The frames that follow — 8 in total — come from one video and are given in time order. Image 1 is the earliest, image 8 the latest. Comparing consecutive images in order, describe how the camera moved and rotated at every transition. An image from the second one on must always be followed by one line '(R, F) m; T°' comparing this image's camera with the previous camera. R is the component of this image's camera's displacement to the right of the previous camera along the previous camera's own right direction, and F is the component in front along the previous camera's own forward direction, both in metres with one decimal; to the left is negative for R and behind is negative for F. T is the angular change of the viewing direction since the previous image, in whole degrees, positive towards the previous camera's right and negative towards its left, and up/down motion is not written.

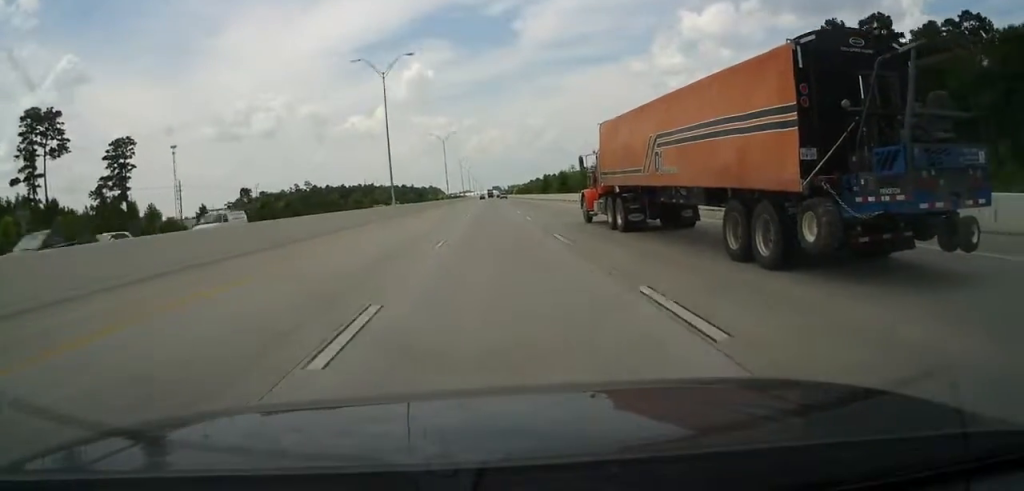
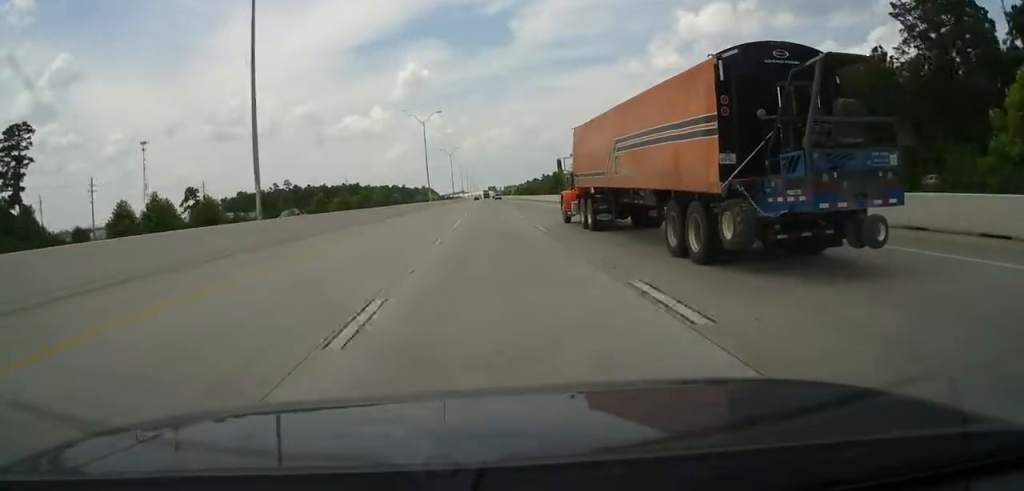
(0.0, +35.6) m; 0°
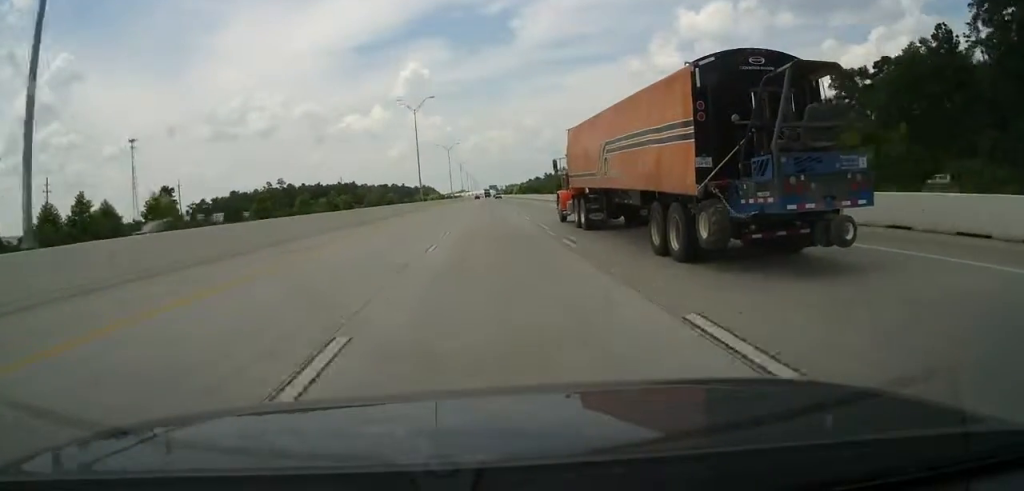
(0.0, +14.7) m; 0°
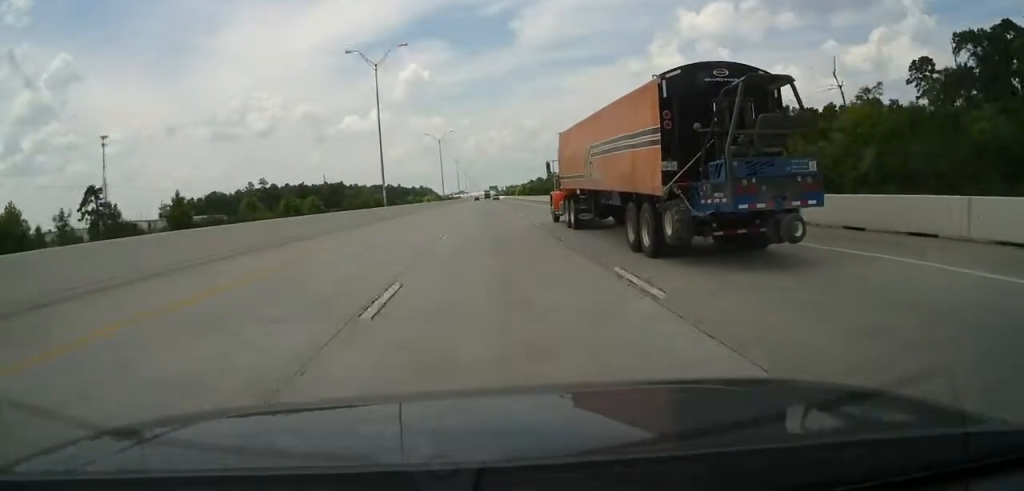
(0.0, +32.2) m; 0°
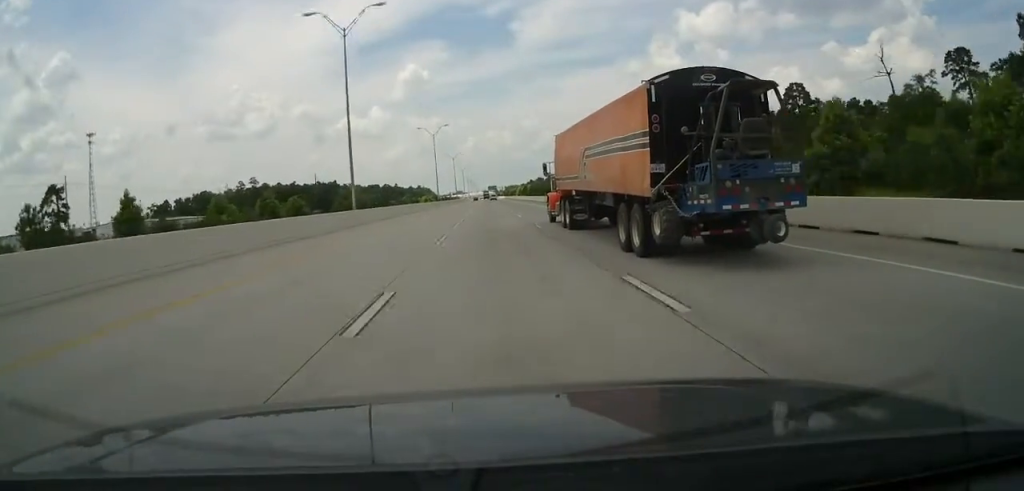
(0.0, +12.9) m; 0°
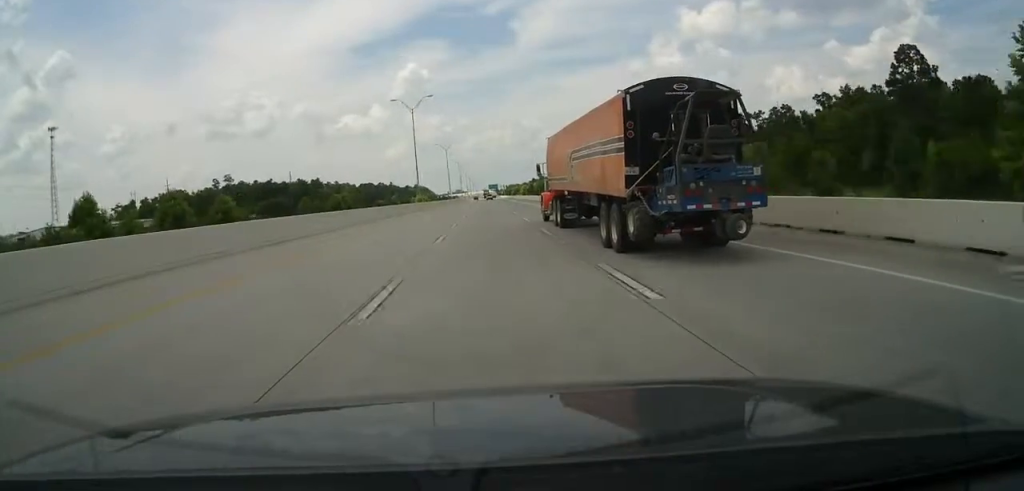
(0.0, +34.8) m; 0°
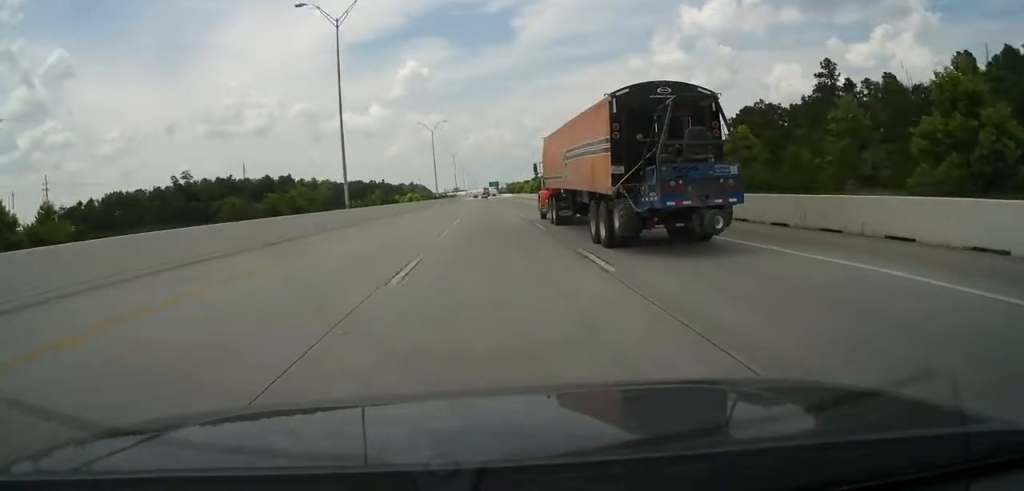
(0.0, +43.8) m; 0°
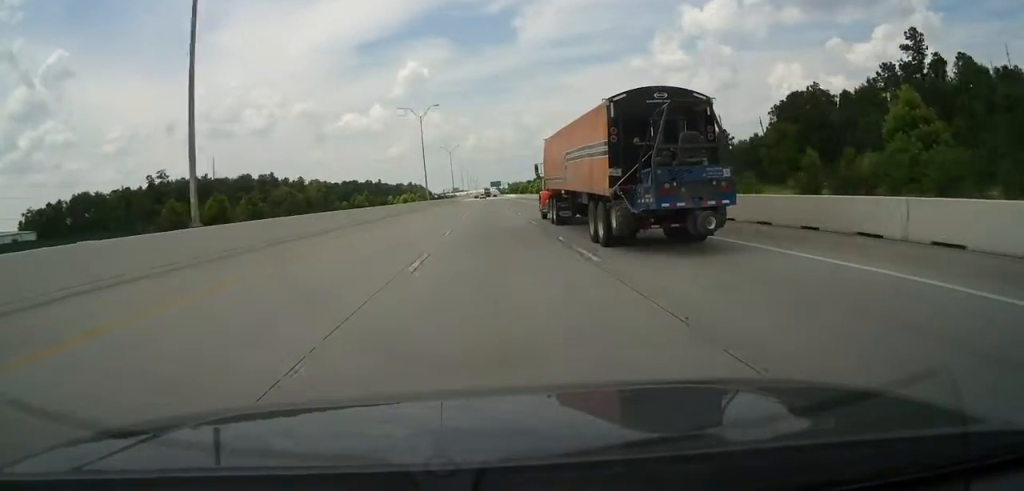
(0.0, +21.9) m; +1°
